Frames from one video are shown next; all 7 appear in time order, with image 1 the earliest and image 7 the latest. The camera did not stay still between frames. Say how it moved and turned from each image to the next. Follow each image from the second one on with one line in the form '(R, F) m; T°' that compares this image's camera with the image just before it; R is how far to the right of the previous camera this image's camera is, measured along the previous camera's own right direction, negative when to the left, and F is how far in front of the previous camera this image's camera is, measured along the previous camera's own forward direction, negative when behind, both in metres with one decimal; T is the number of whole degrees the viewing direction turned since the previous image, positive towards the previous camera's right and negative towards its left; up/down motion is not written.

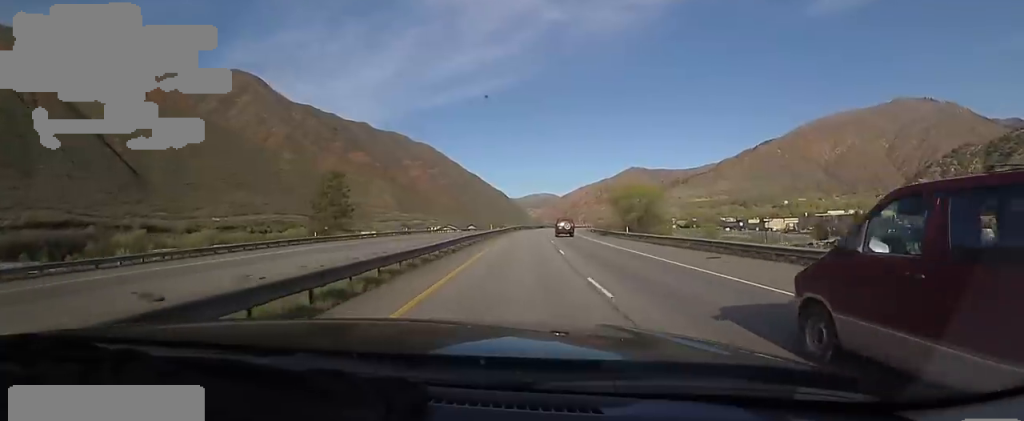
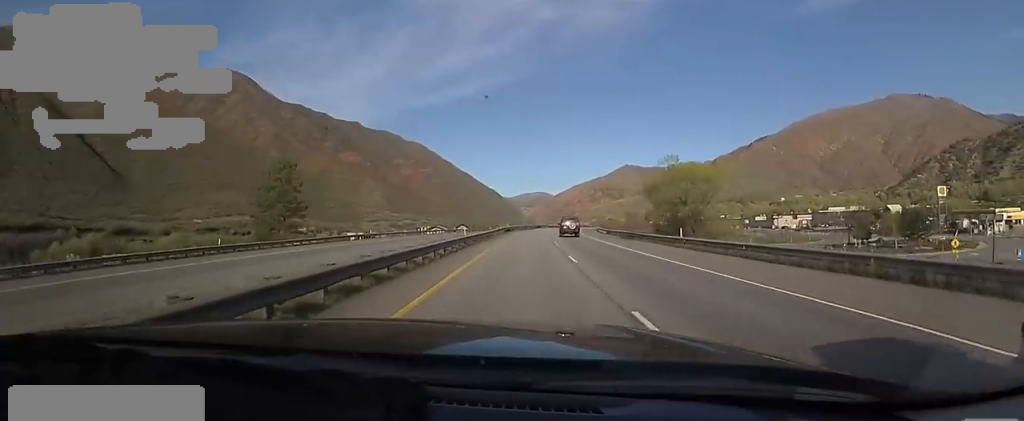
(0.0, +16.6) m; 0°
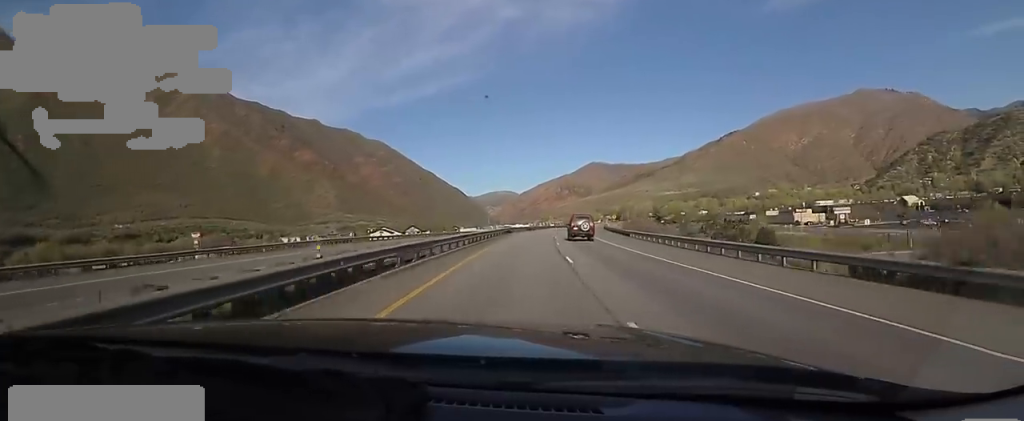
(+1.9, +49.6) m; +6°
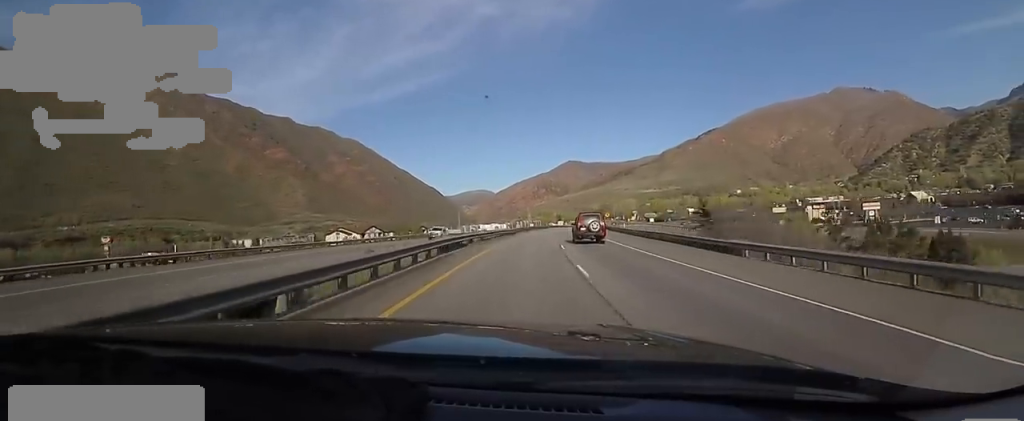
(+1.4, +28.9) m; +4°
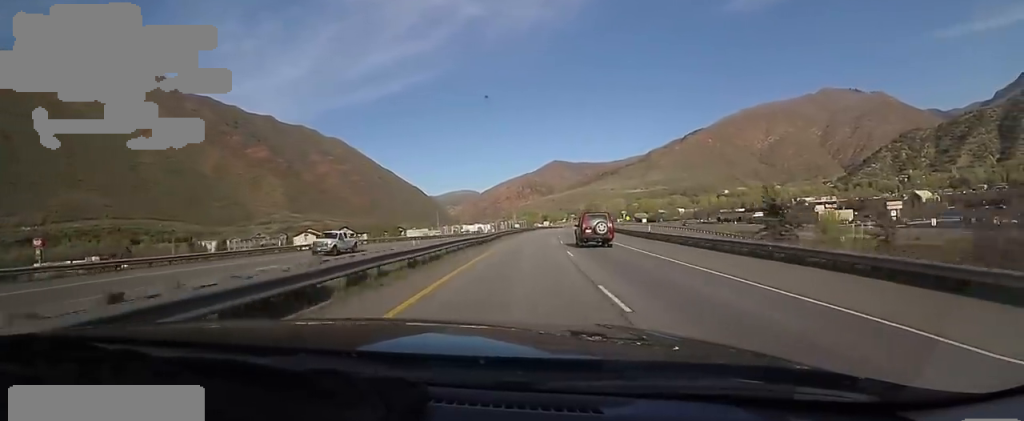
(+0.3, +16.6) m; +1°
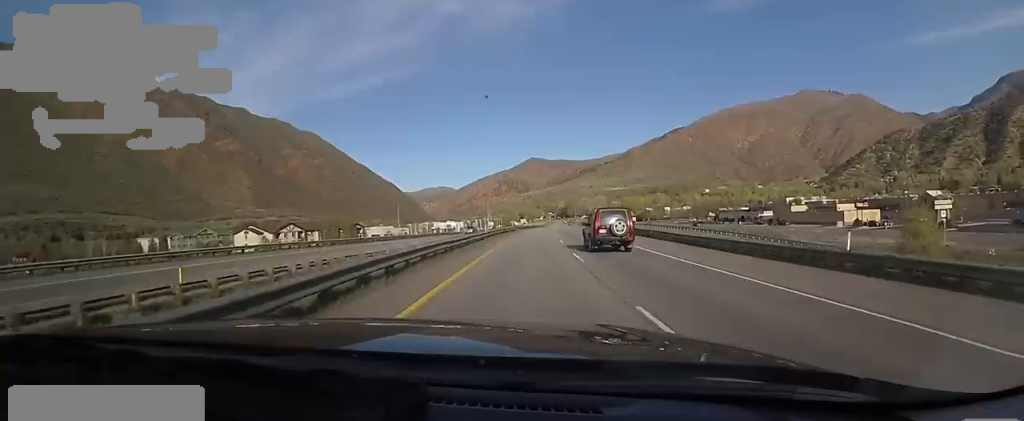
(0.0, +27.0) m; 0°
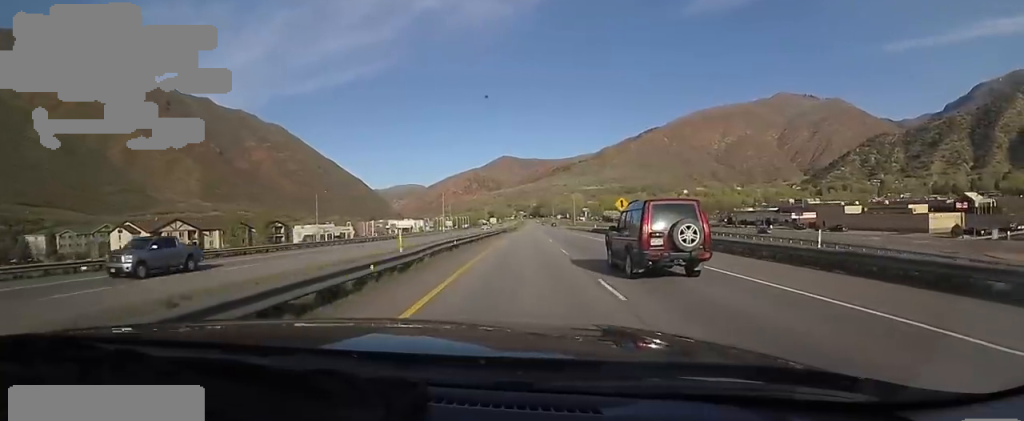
(+1.4, +44.9) m; +5°
